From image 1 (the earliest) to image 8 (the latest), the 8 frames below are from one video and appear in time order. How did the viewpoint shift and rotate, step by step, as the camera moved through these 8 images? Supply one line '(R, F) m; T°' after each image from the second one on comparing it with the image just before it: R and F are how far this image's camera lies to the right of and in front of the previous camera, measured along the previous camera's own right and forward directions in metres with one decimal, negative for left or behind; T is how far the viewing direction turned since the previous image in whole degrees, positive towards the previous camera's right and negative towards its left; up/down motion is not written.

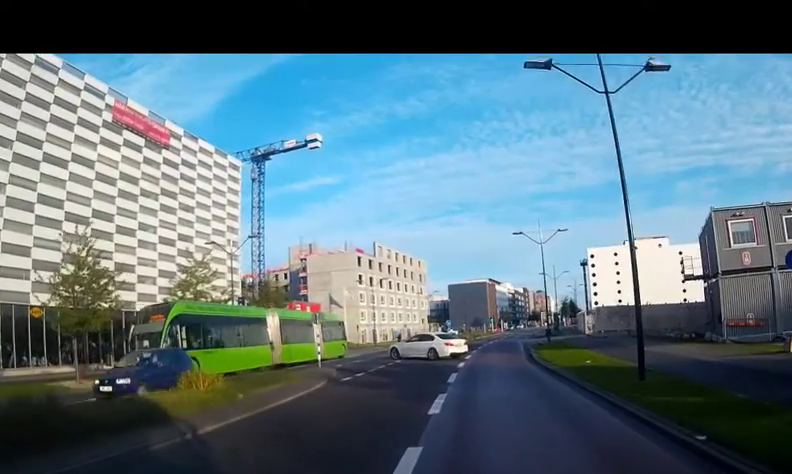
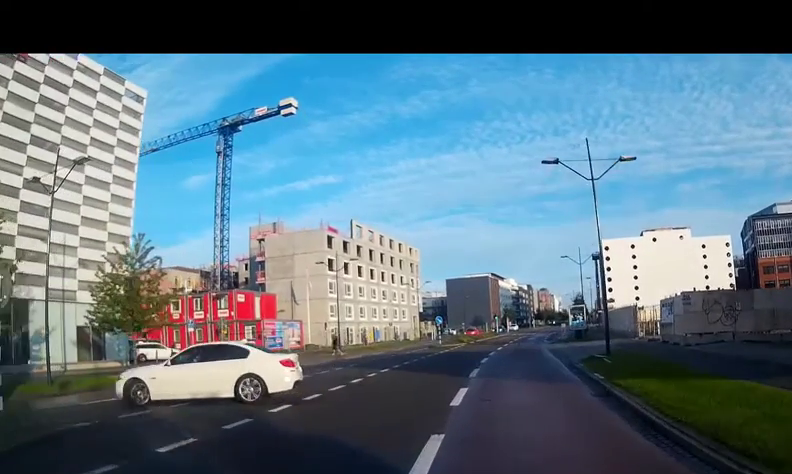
(+0.1, +18.2) m; 0°
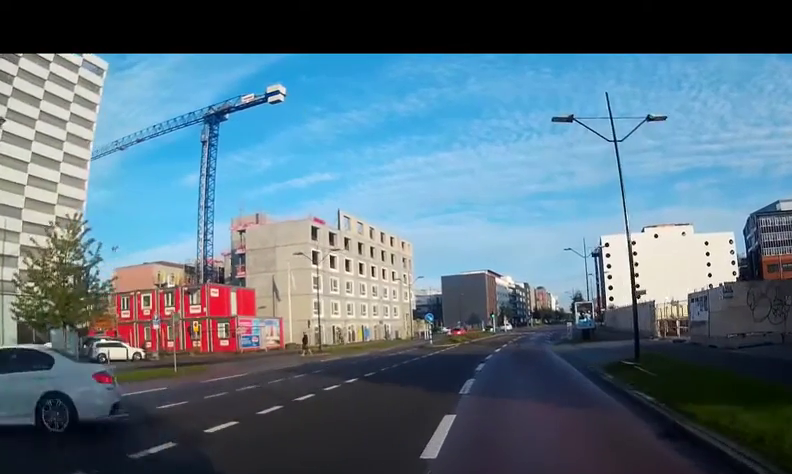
(0.0, +4.8) m; 0°
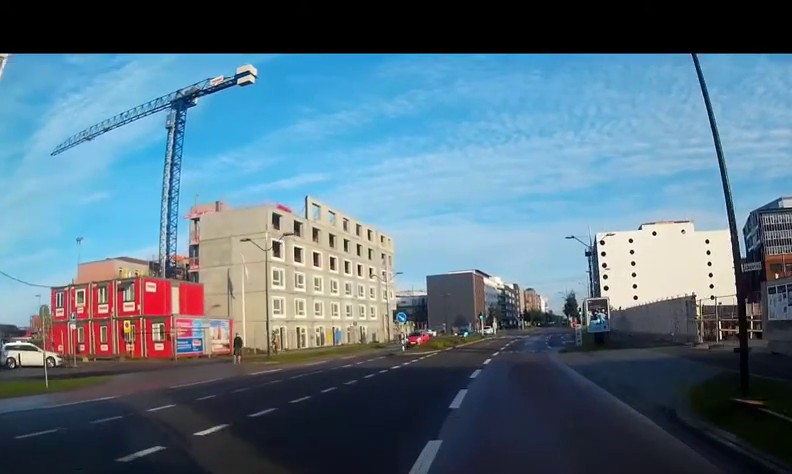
(+0.1, +8.6) m; +1°
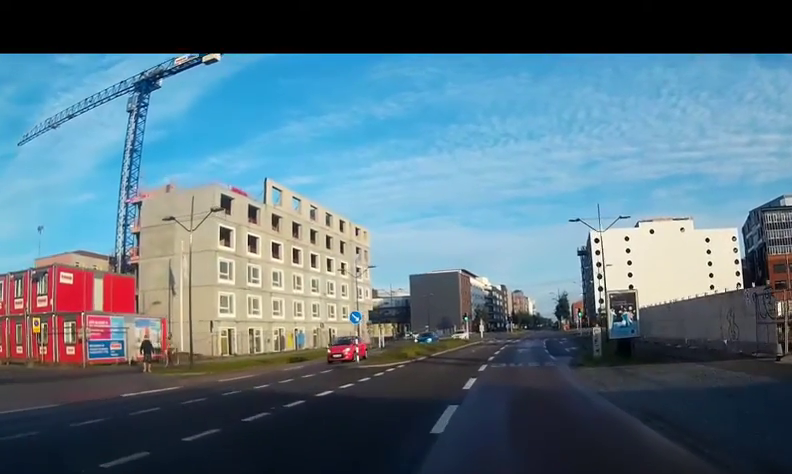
(+0.1, +8.1) m; 0°
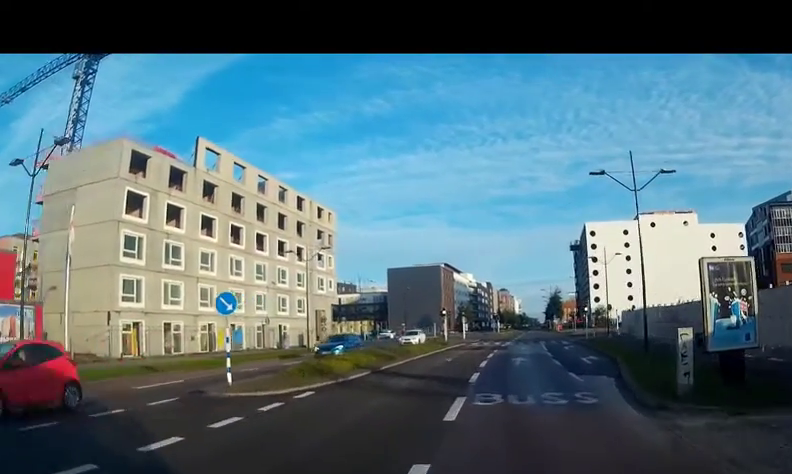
(-0.1, +11.5) m; +2°
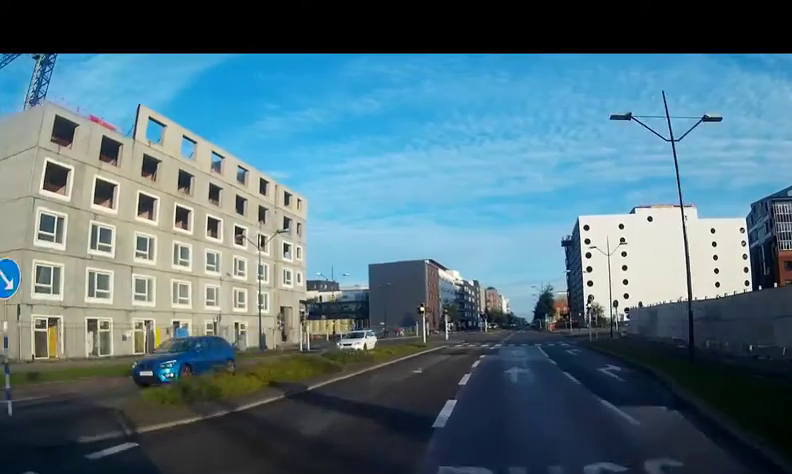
(+0.2, +7.0) m; +2°
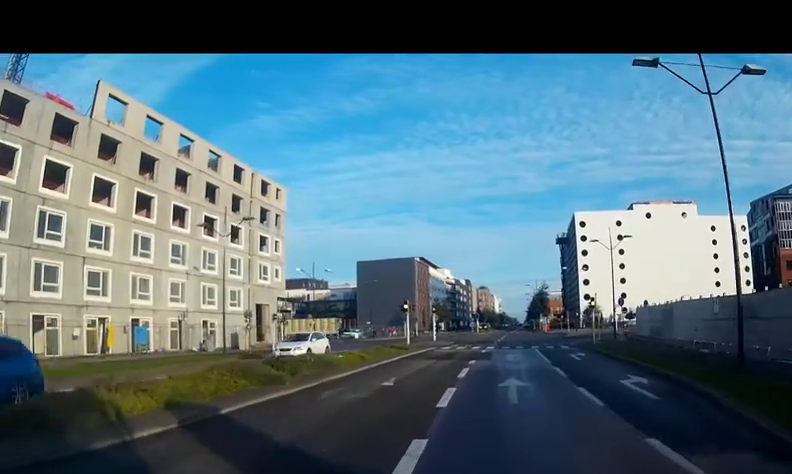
(0.0, +4.4) m; 0°
